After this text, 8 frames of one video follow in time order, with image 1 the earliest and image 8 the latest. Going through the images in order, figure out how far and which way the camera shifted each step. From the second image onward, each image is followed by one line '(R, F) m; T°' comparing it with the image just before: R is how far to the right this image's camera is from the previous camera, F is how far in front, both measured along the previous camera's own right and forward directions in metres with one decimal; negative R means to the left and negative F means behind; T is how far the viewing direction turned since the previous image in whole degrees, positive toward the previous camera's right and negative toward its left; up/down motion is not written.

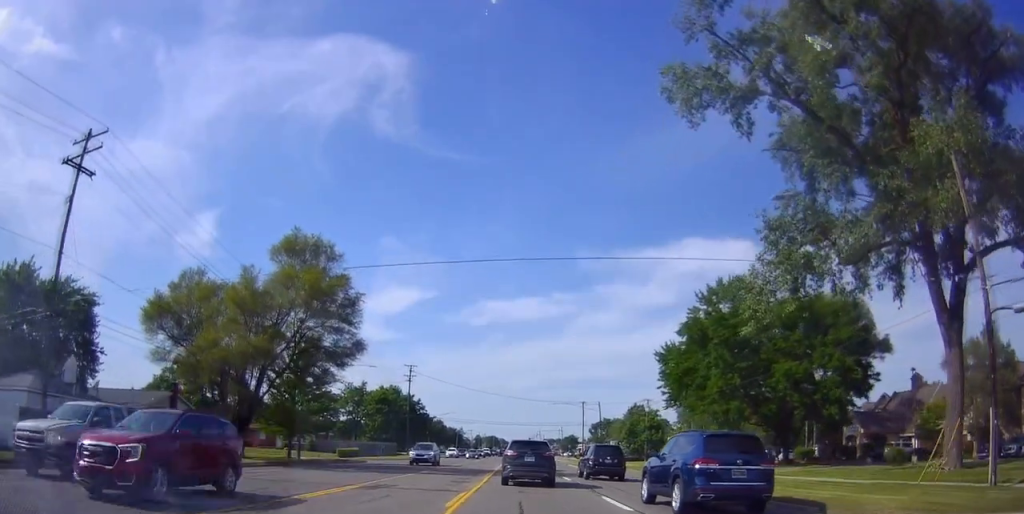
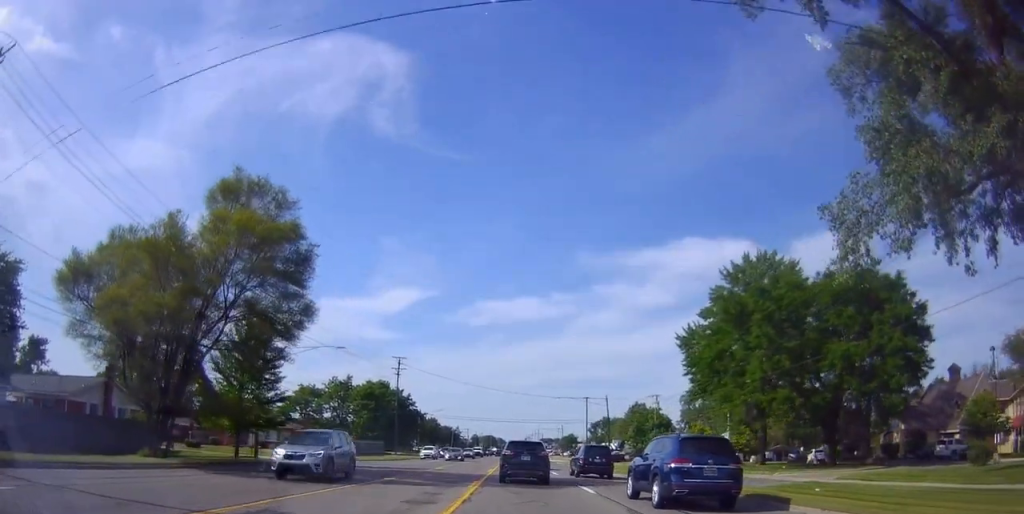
(-0.3, +9.2) m; 0°
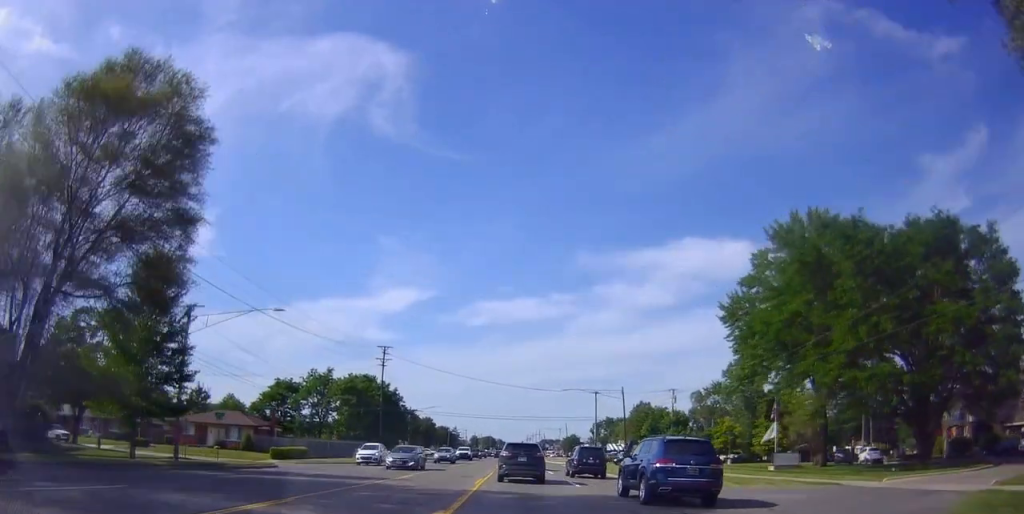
(+0.4, +11.5) m; +2°
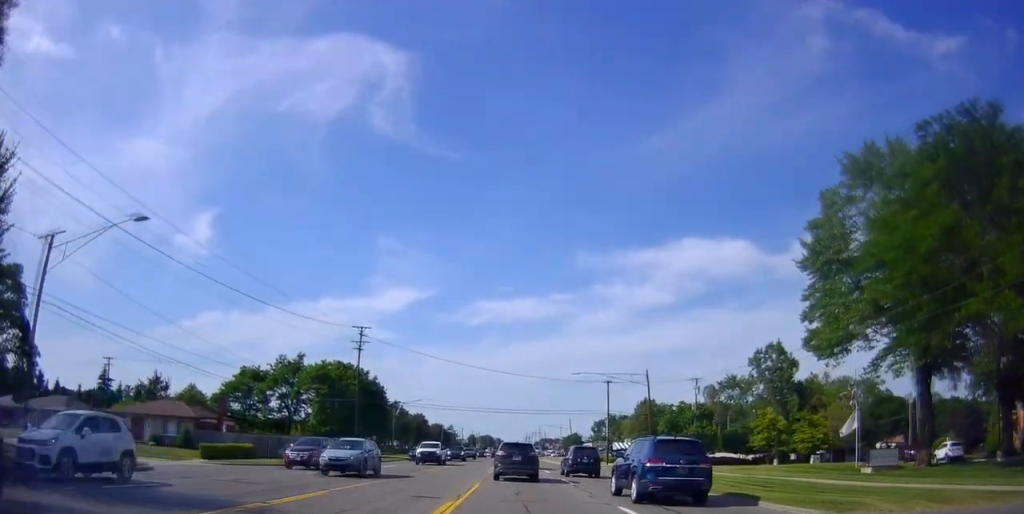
(0.0, +12.8) m; -1°
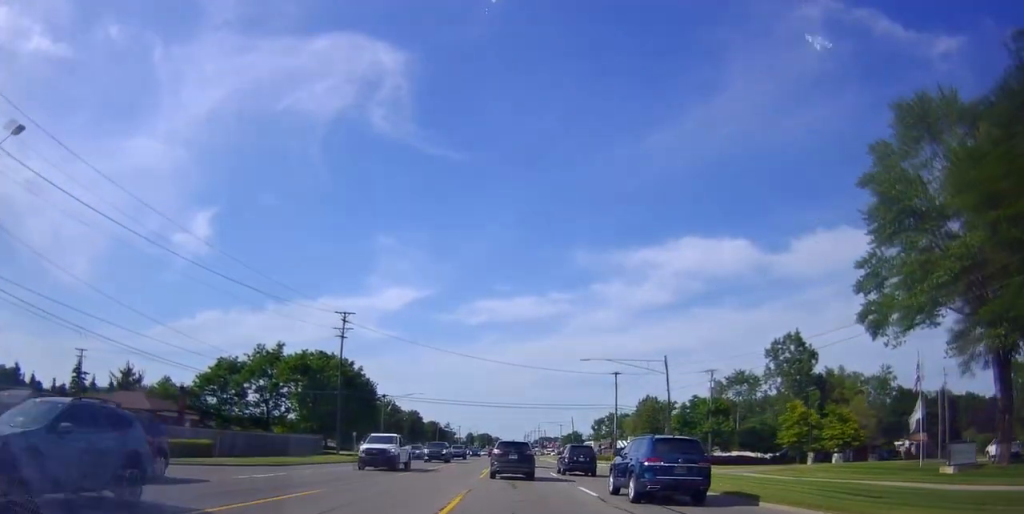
(+0.1, +7.0) m; -2°
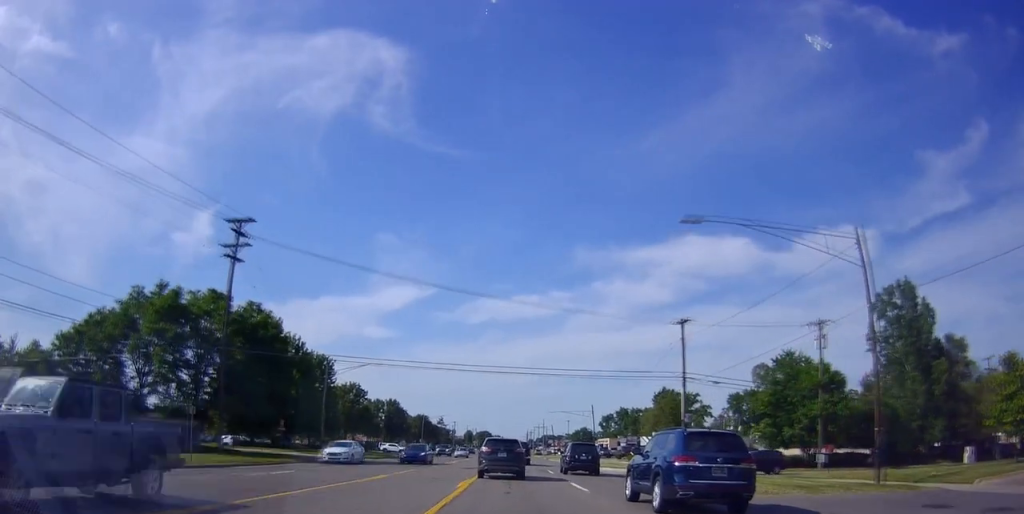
(-0.1, +27.9) m; +3°
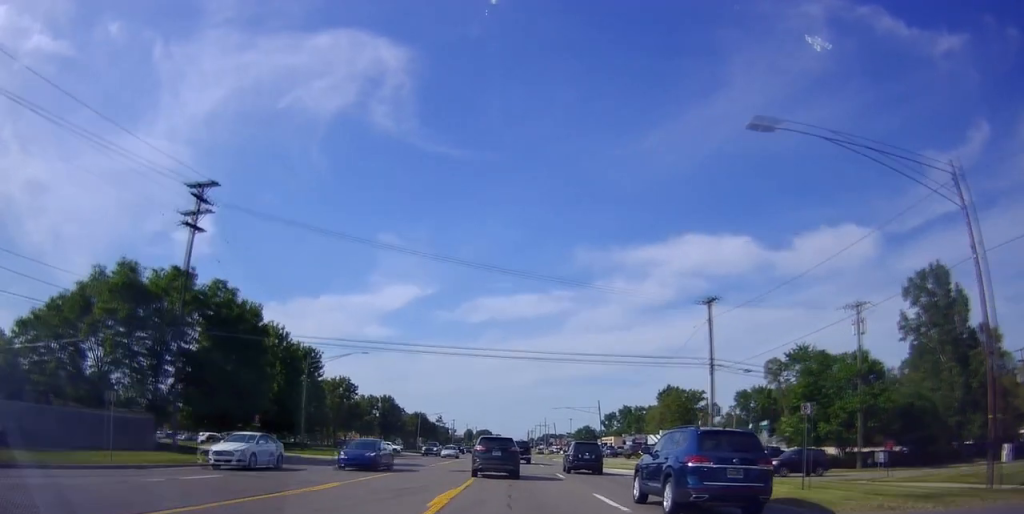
(0.0, +6.2) m; -2°
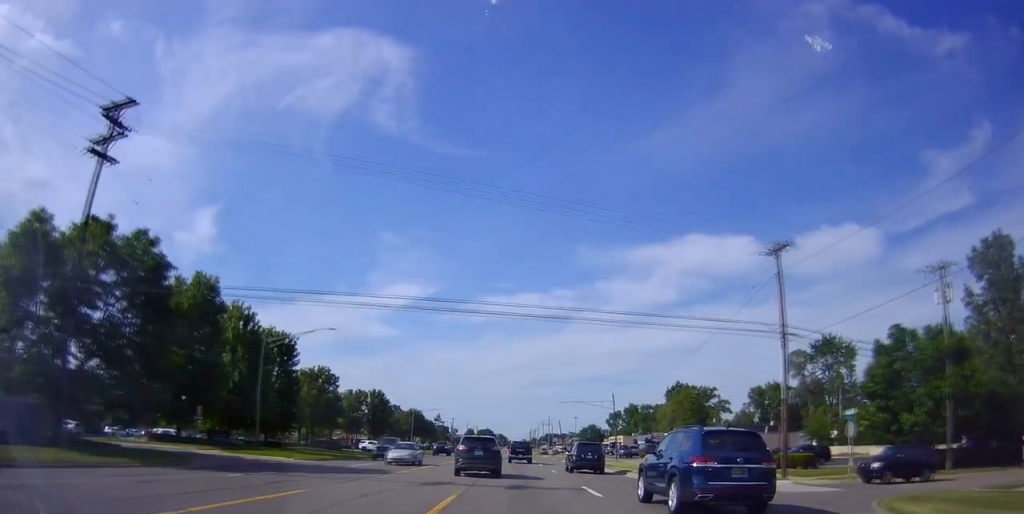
(-0.4, +11.4) m; -2°
